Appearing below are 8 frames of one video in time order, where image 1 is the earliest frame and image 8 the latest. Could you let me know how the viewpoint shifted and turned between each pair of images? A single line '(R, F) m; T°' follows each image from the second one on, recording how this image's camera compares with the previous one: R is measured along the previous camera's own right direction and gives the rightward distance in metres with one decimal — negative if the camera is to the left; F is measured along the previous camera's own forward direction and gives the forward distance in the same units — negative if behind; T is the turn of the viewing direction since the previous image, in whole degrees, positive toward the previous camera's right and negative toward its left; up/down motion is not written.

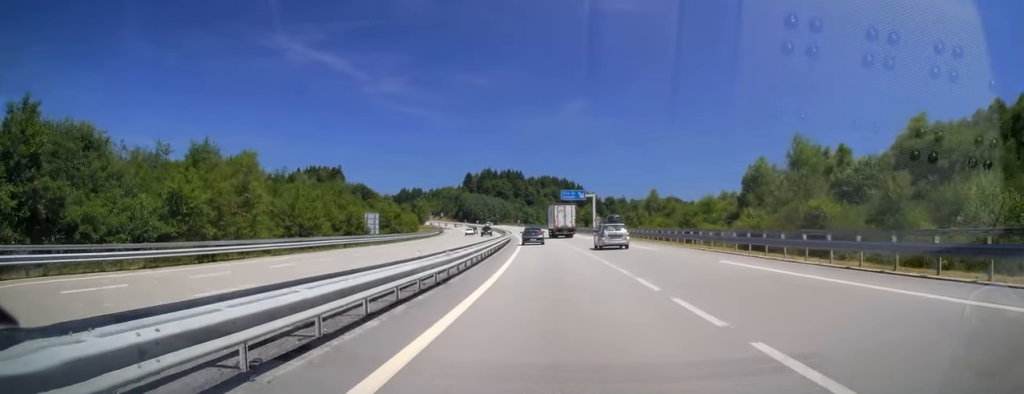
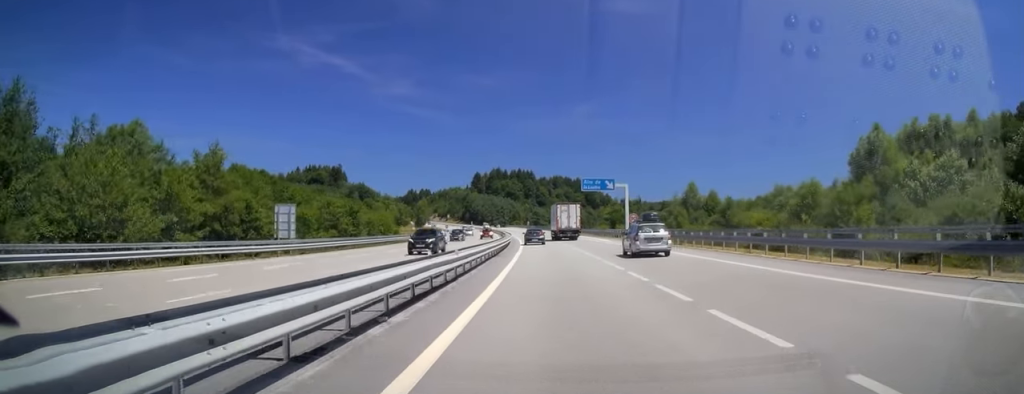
(-0.9, +27.6) m; -2°
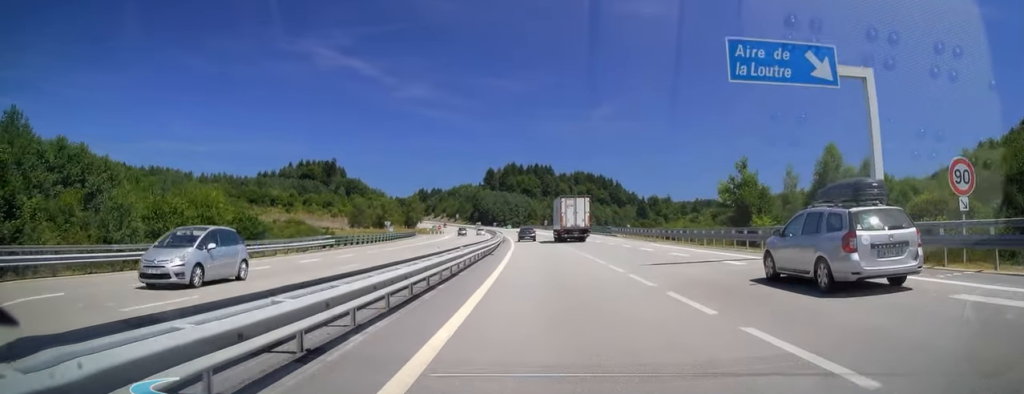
(-0.3, +53.6) m; 0°
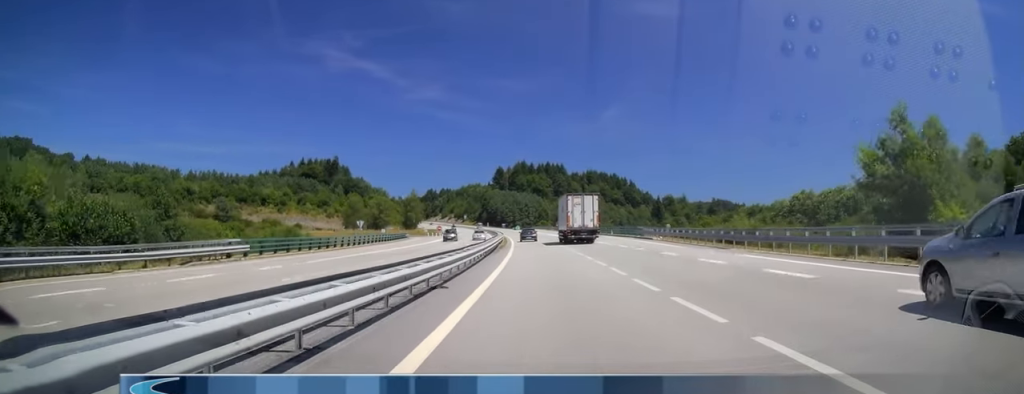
(0.0, +17.9) m; 0°
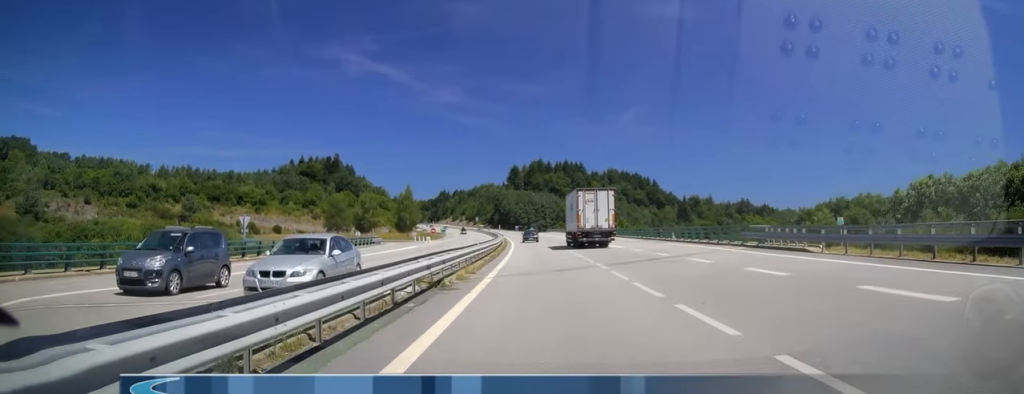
(0.0, +31.2) m; 0°
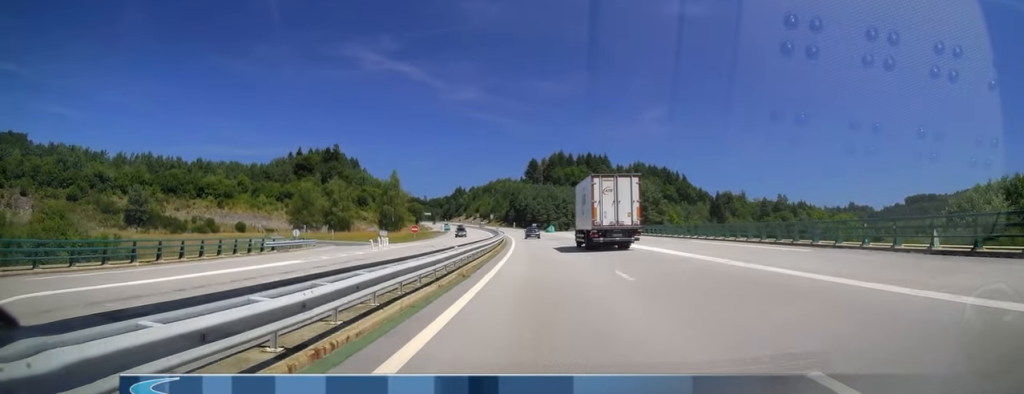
(0.0, +35.8) m; 0°
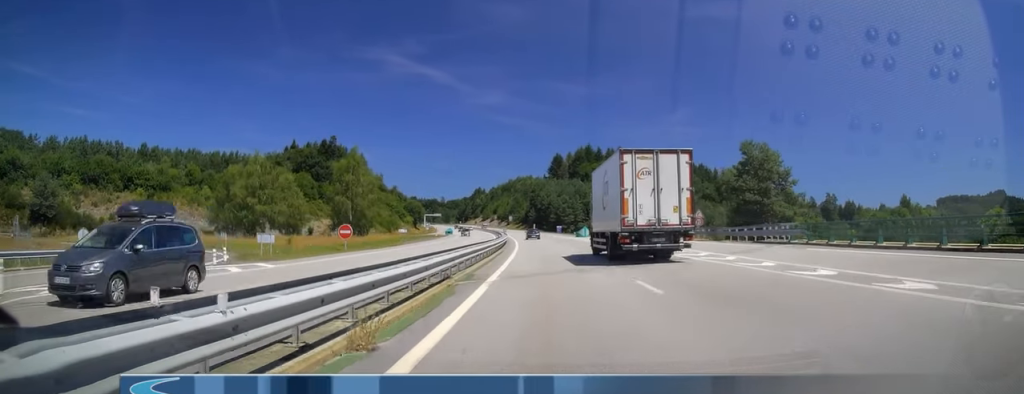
(0.0, +41.8) m; -2°
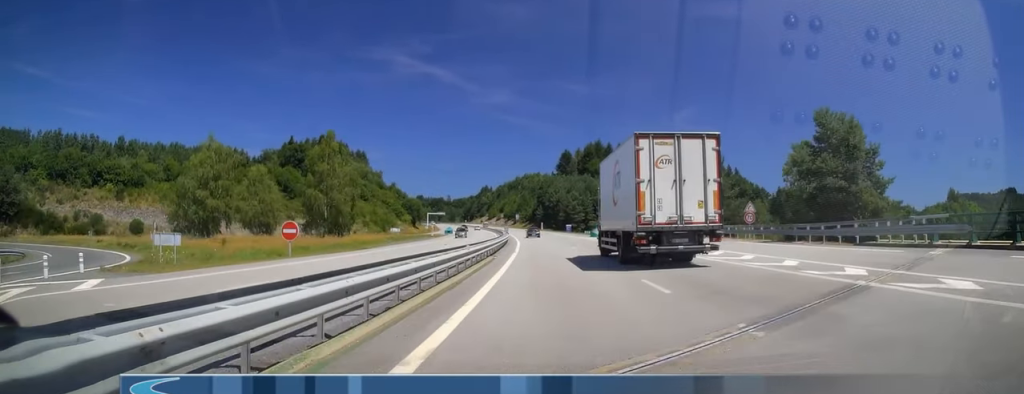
(+0.1, +13.2) m; -2°
